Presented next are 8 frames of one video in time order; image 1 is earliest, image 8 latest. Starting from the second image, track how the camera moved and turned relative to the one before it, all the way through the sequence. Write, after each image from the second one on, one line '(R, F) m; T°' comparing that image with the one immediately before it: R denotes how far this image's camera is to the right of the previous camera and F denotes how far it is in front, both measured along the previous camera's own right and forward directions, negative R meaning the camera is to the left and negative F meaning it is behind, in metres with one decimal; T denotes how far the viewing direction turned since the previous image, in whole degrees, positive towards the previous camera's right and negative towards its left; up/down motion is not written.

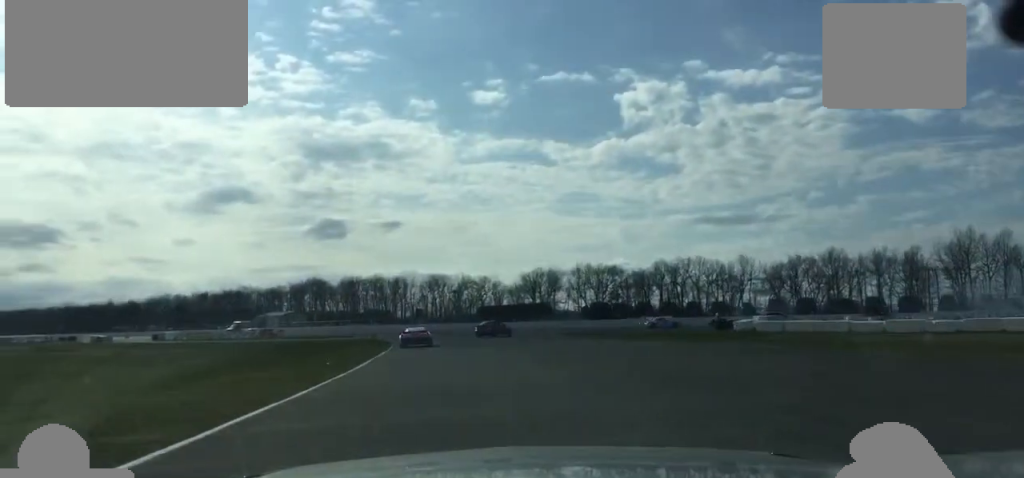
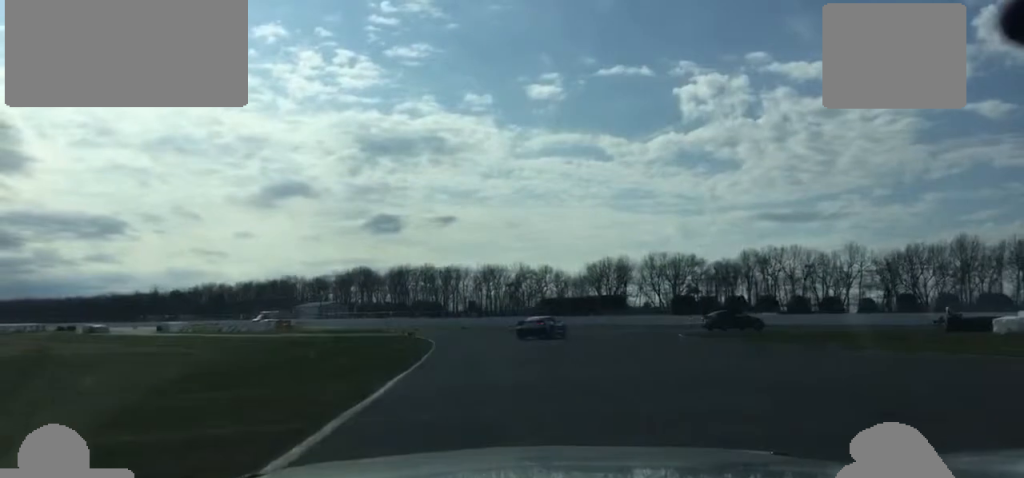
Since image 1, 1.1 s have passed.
(-1.5, +25.1) m; -4°
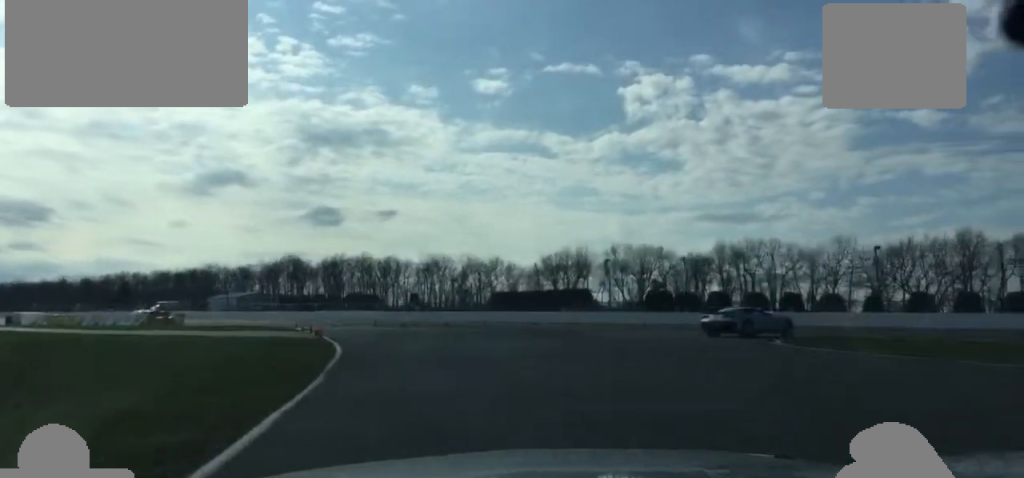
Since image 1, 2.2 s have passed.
(-0.3, +21.2) m; +5°
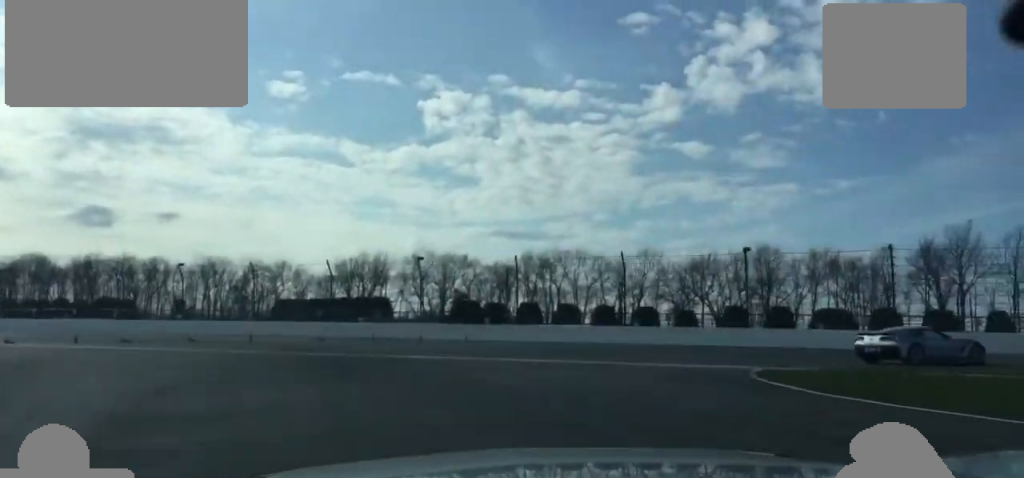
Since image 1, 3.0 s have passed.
(+1.5, +15.0) m; +16°
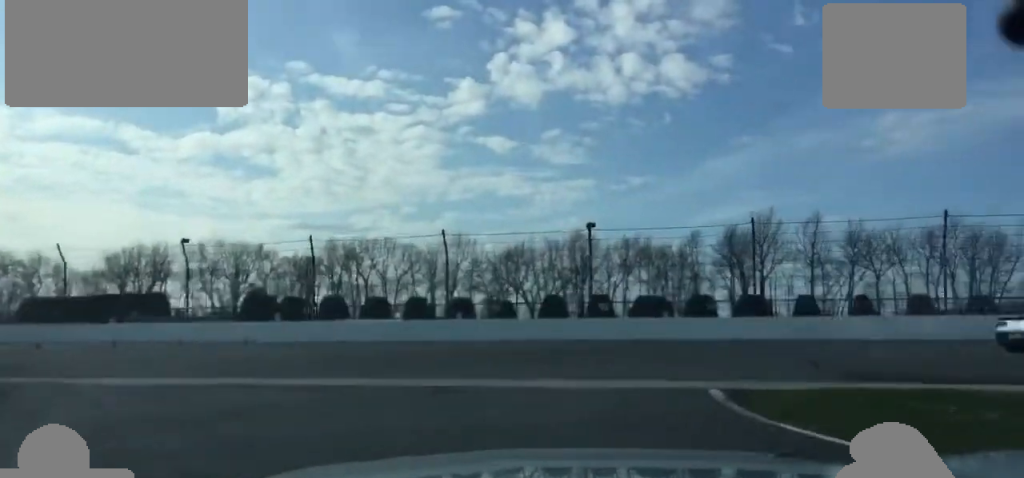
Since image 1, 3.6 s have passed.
(+0.8, +9.8) m; +15°
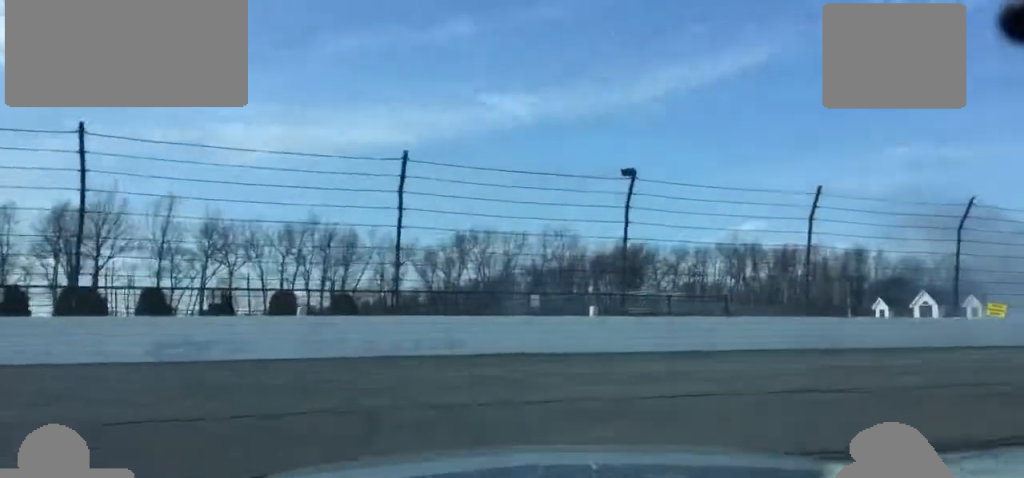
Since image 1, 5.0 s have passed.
(+7.0, +19.9) m; +37°
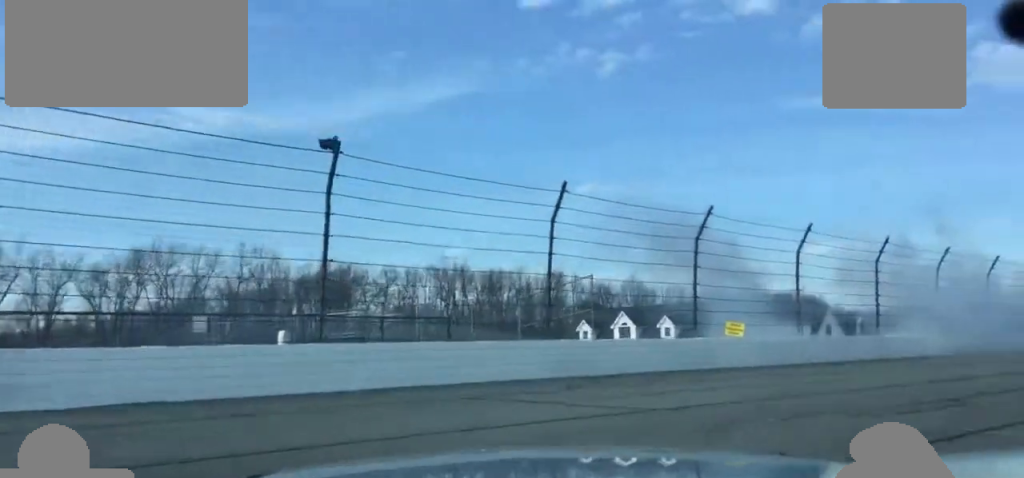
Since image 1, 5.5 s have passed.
(+0.5, +8.5) m; +18°
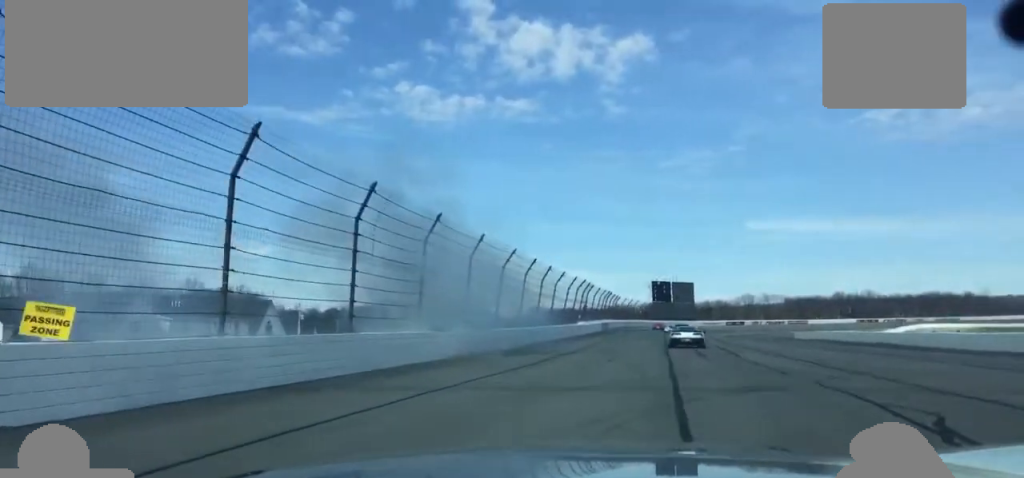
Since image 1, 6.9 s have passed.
(+9.8, +18.4) m; +41°
